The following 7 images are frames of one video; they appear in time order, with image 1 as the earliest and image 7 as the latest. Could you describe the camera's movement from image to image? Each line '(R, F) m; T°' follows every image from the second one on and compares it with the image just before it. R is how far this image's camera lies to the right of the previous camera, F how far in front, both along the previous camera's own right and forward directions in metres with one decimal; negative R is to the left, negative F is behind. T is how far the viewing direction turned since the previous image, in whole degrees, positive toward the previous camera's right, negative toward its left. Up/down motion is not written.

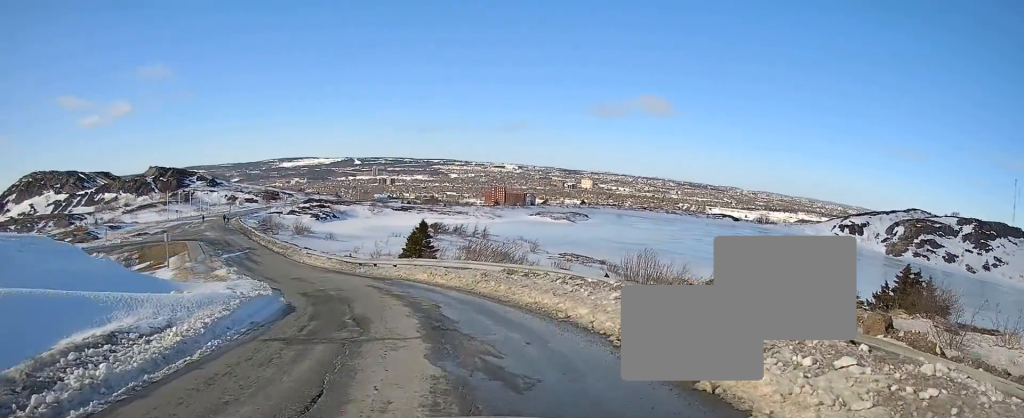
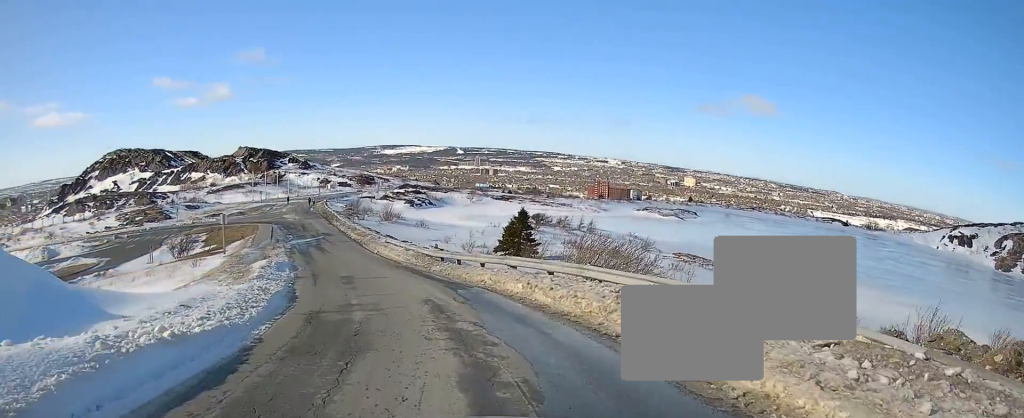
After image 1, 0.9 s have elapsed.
(-0.5, +8.9) m; -7°
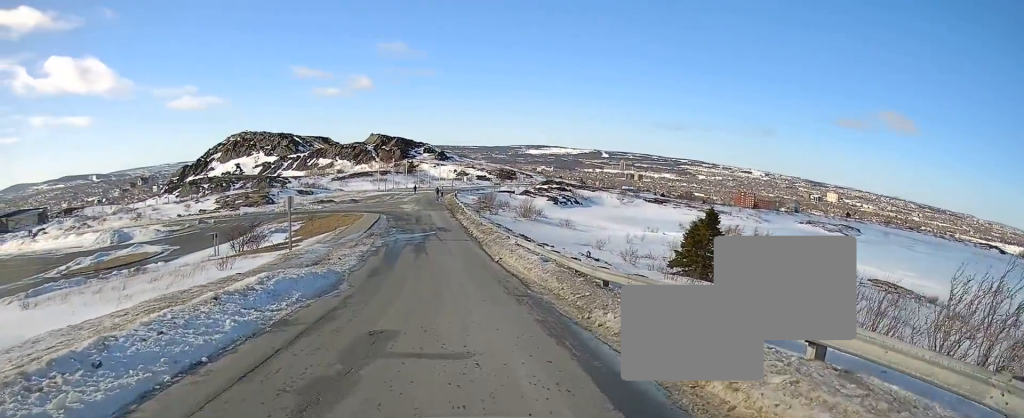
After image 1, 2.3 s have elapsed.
(-1.6, +15.2) m; -10°
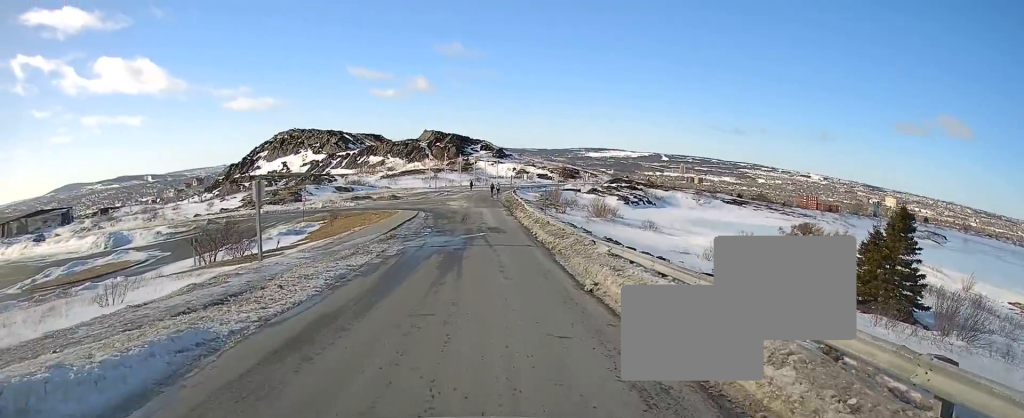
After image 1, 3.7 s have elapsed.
(-0.8, +13.8) m; -7°
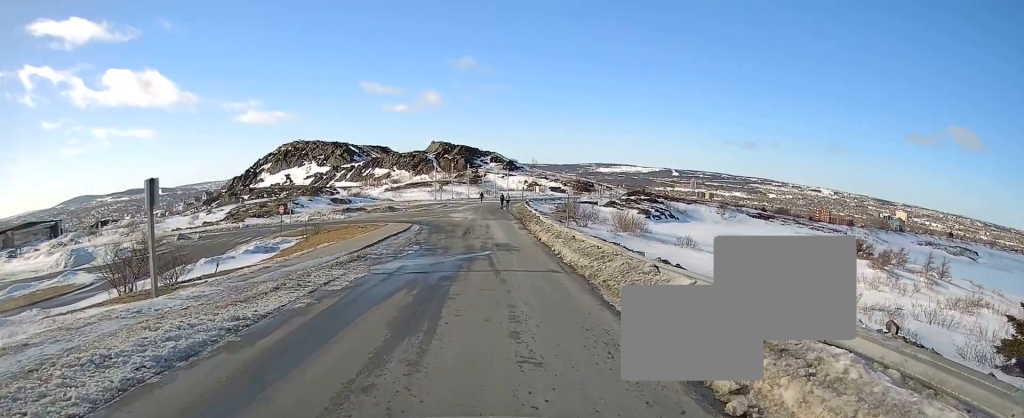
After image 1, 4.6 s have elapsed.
(-0.4, +9.0) m; -2°
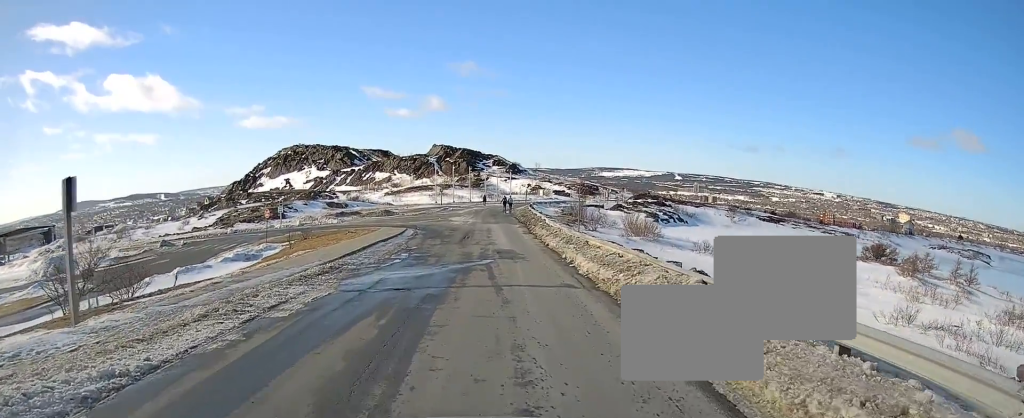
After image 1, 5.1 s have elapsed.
(-0.2, +3.9) m; 0°
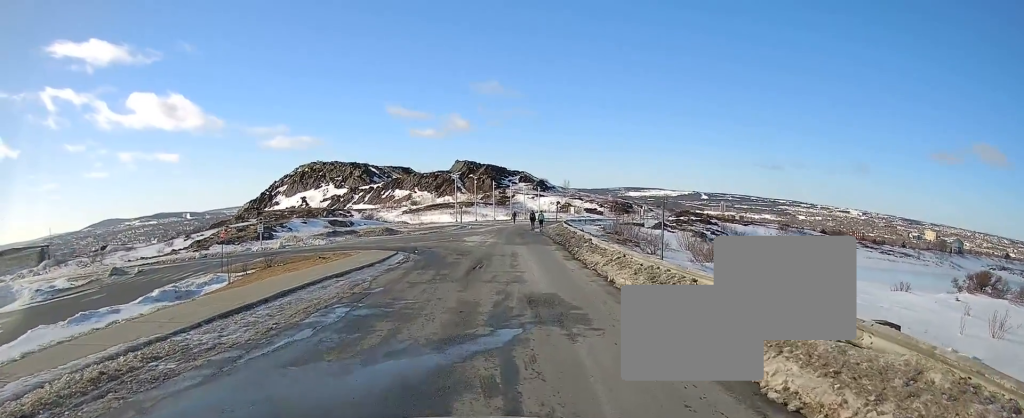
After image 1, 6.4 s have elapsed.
(+0.3, +12.0) m; -2°
